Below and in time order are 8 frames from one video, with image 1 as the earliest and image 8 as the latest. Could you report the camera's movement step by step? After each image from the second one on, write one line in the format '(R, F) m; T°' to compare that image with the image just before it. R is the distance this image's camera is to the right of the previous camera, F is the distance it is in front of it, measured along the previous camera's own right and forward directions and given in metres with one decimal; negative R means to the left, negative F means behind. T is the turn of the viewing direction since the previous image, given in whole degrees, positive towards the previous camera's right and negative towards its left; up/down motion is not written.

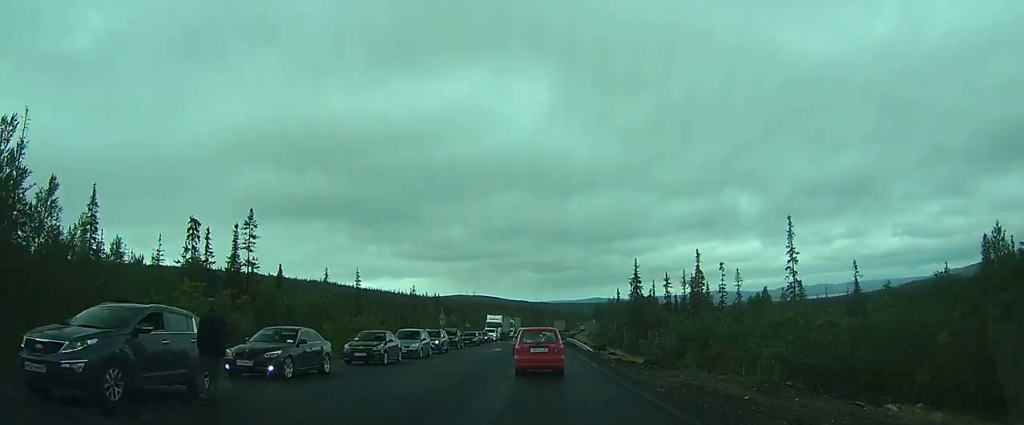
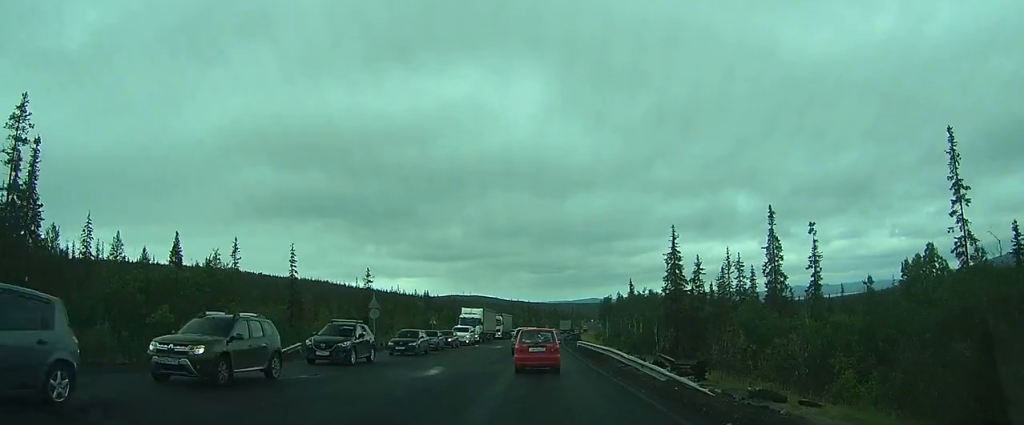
(-0.2, +24.7) m; -3°
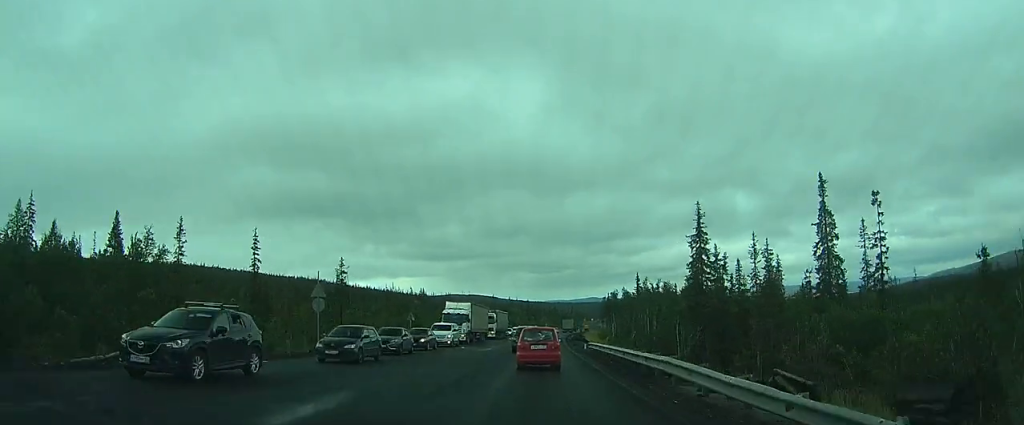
(-0.2, +9.8) m; +4°
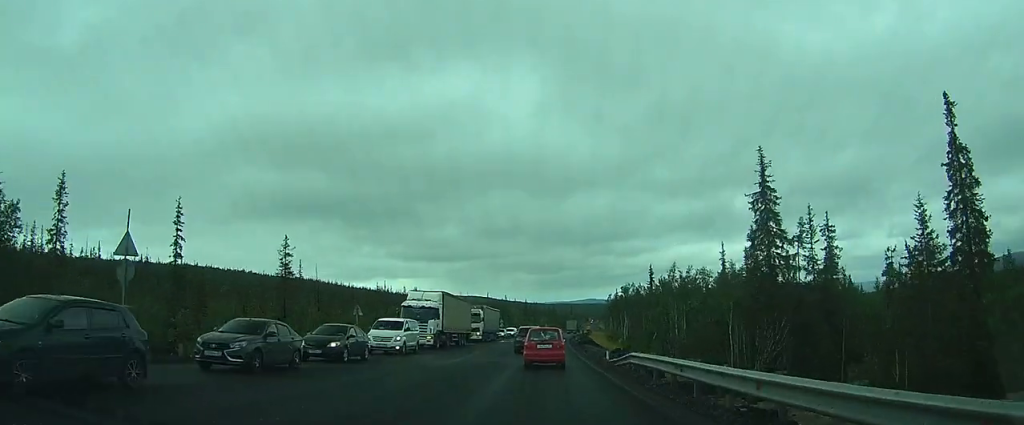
(+0.9, +14.7) m; +8°
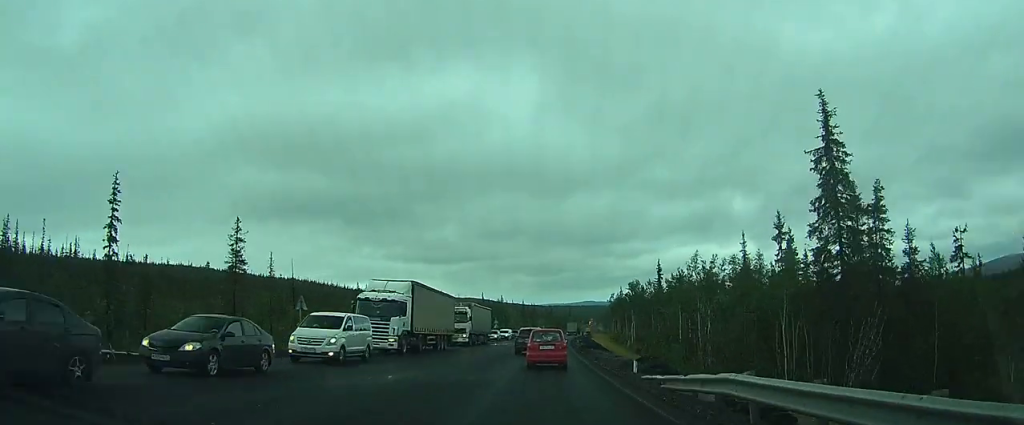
(+0.7, +8.7) m; +5°
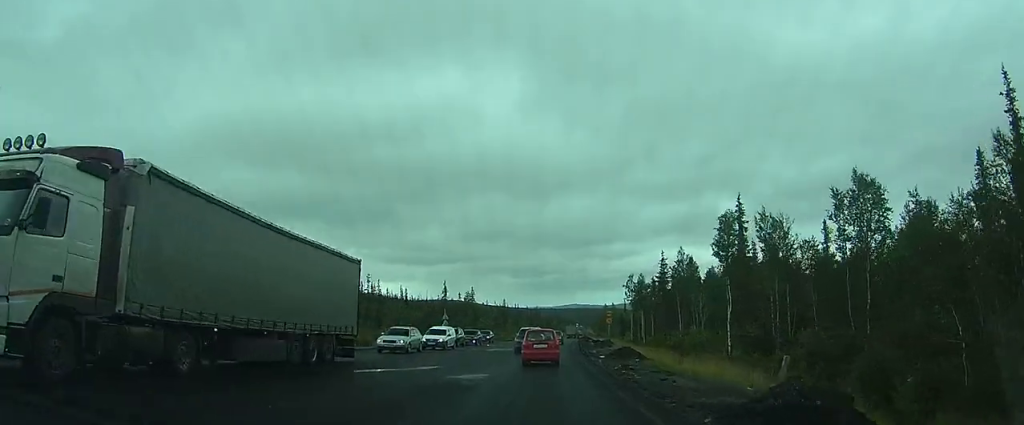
(+0.6, +46.9) m; -1°
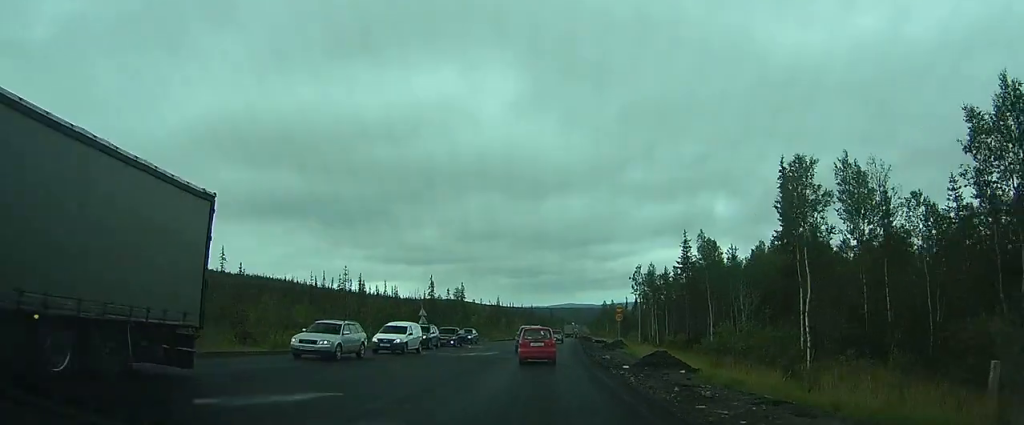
(-0.2, +11.5) m; -1°
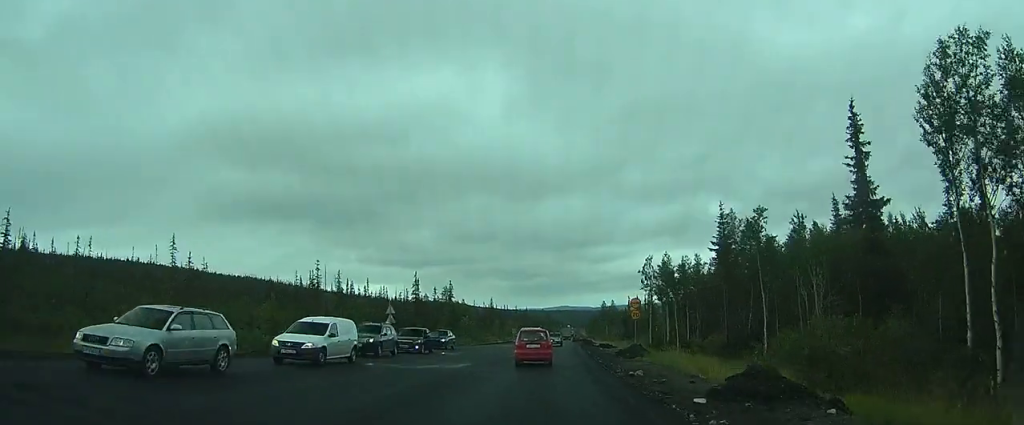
(+0.1, +11.6) m; 0°
